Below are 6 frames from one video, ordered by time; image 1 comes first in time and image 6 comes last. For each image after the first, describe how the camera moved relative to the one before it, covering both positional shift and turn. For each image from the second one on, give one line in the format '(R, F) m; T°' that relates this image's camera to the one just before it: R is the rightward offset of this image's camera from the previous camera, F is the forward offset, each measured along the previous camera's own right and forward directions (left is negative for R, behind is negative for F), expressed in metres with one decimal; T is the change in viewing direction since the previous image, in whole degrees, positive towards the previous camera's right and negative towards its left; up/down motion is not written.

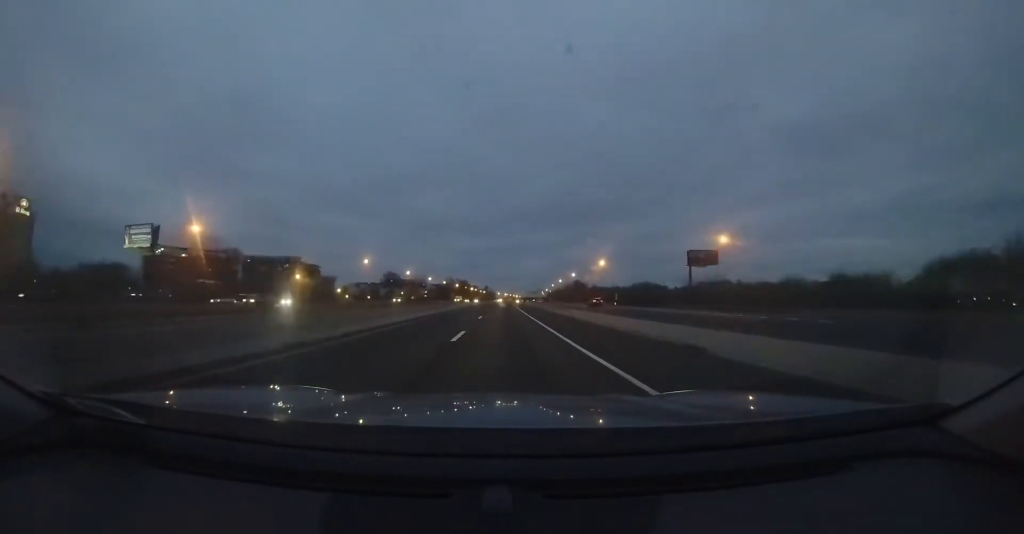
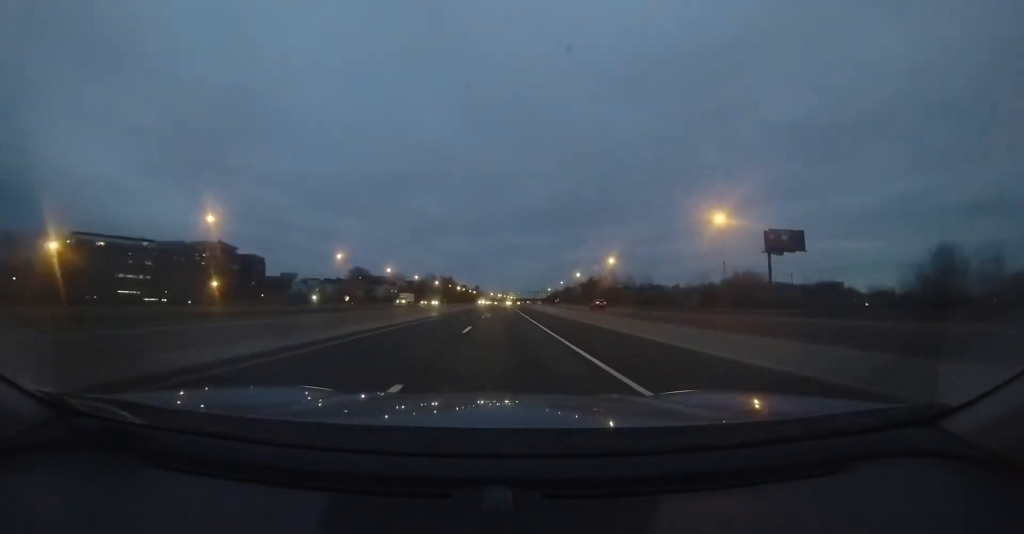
(+0.4, +56.8) m; +1°
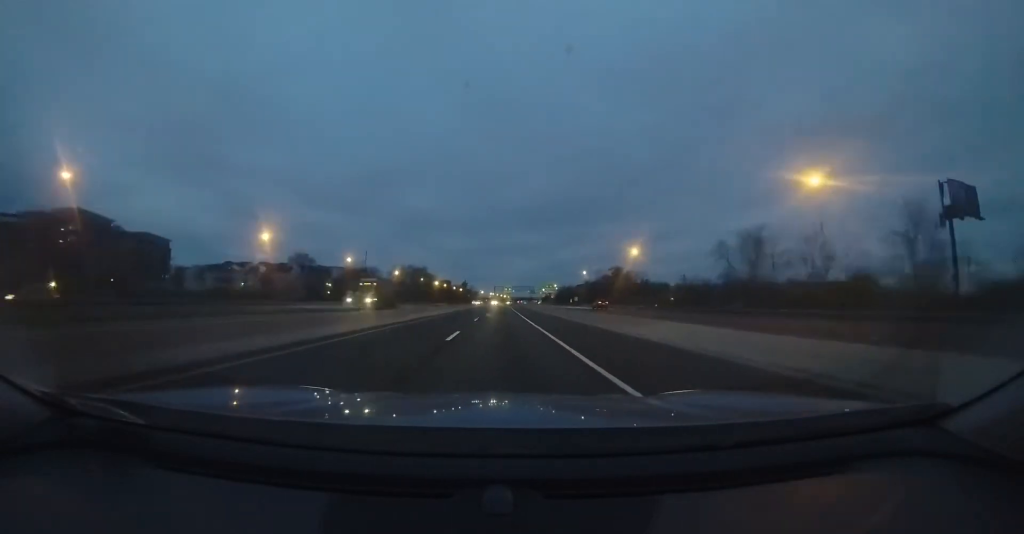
(+0.4, +63.5) m; +1°
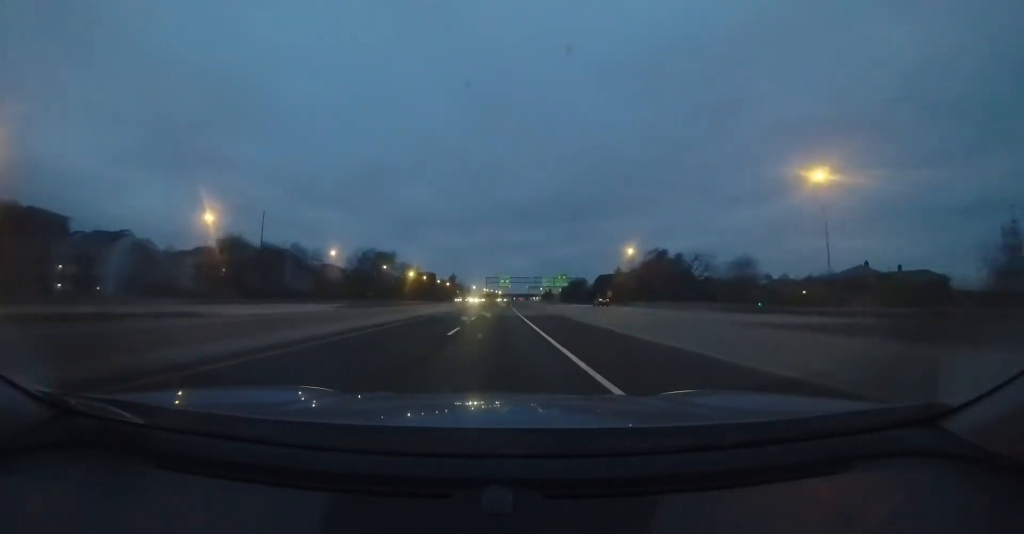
(+1.1, +47.5) m; +1°
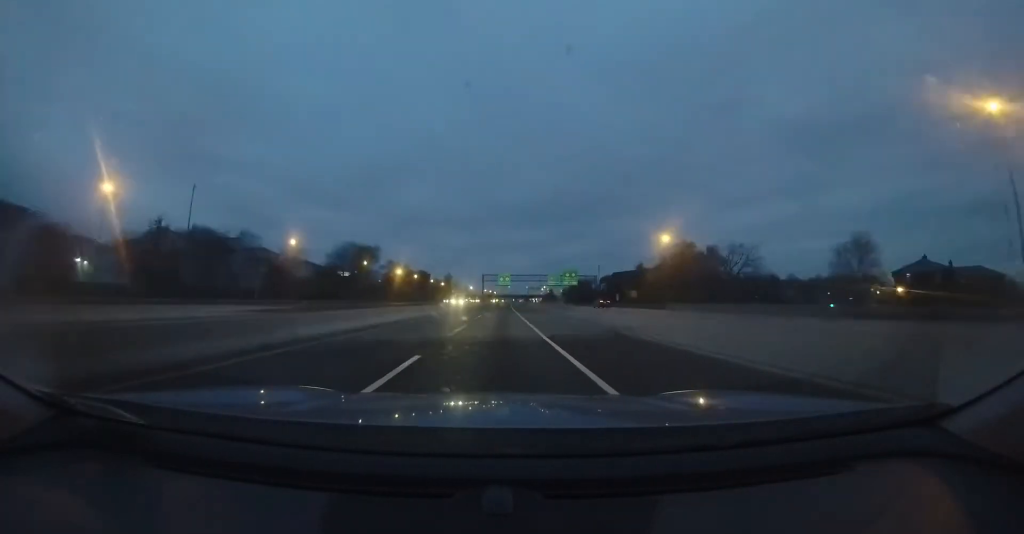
(+0.1, +17.1) m; 0°
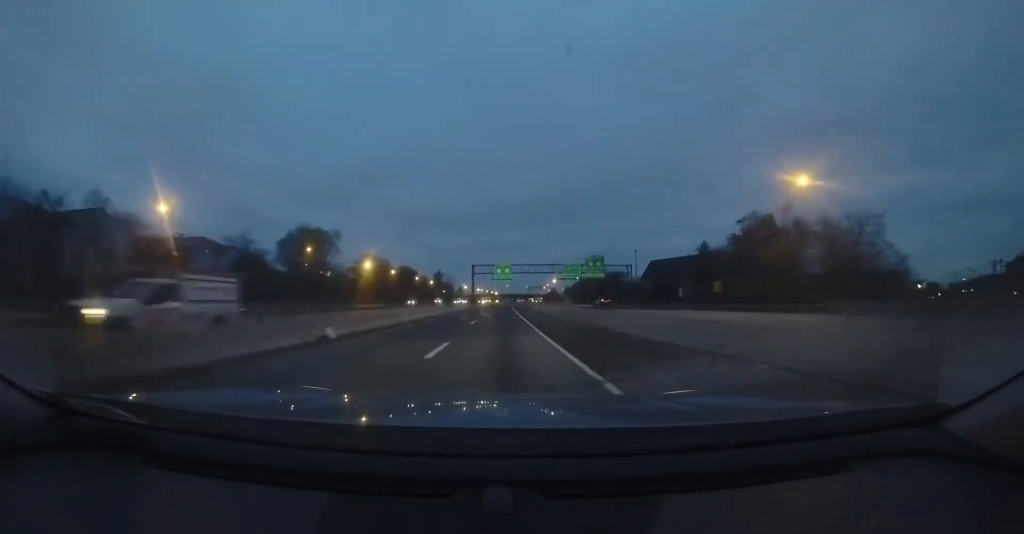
(-0.2, +30.4) m; 0°
